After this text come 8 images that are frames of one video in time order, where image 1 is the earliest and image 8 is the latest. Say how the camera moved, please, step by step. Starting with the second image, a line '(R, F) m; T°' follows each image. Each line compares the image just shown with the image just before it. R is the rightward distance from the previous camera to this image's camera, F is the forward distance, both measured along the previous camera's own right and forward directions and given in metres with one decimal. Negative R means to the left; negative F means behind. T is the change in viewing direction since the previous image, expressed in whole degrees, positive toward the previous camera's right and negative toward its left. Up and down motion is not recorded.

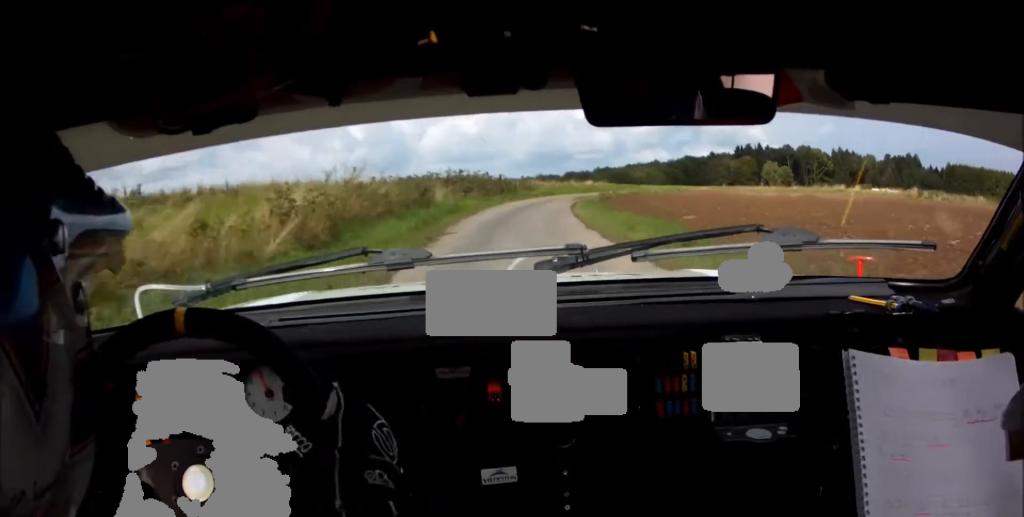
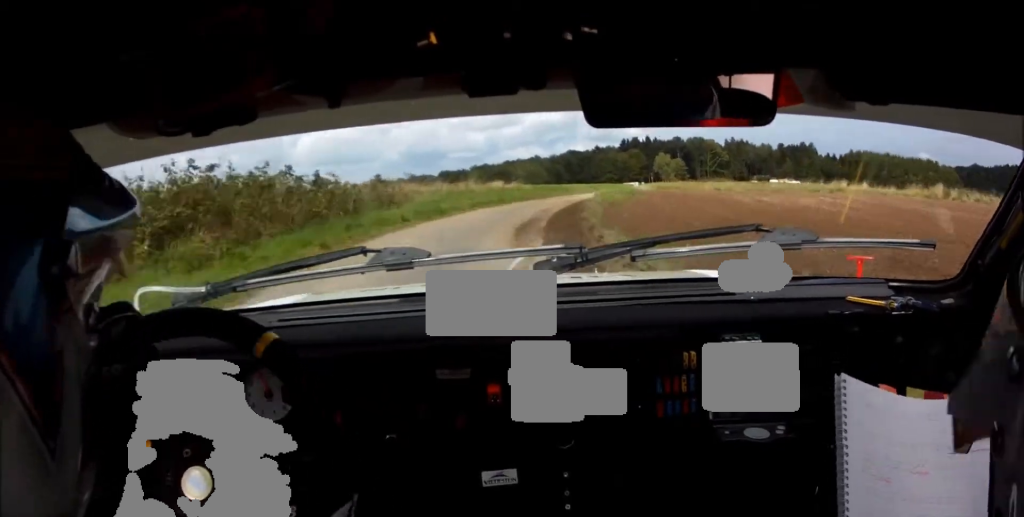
(+0.6, +25.4) m; +6°
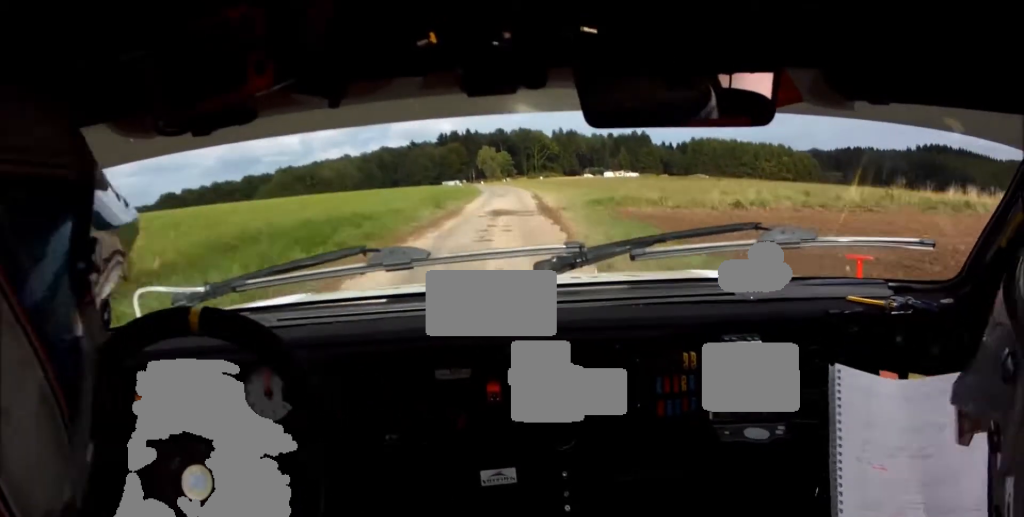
(+3.7, +34.4) m; +8°
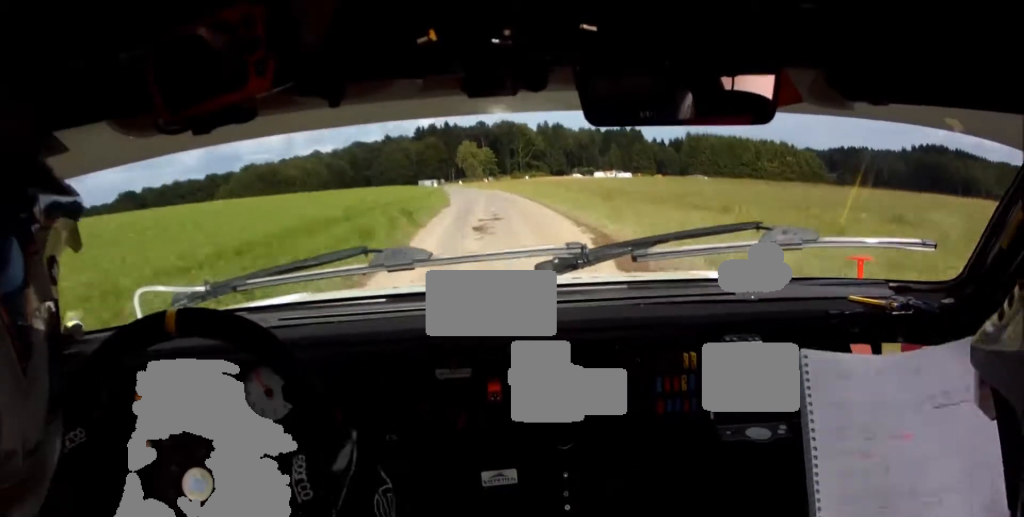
(+0.8, +27.0) m; +1°
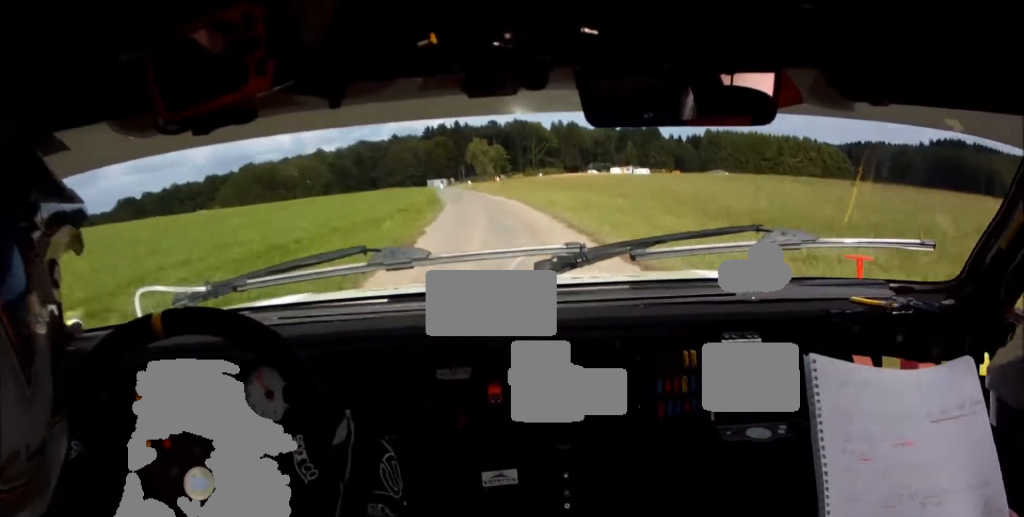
(-0.2, +14.6) m; -1°
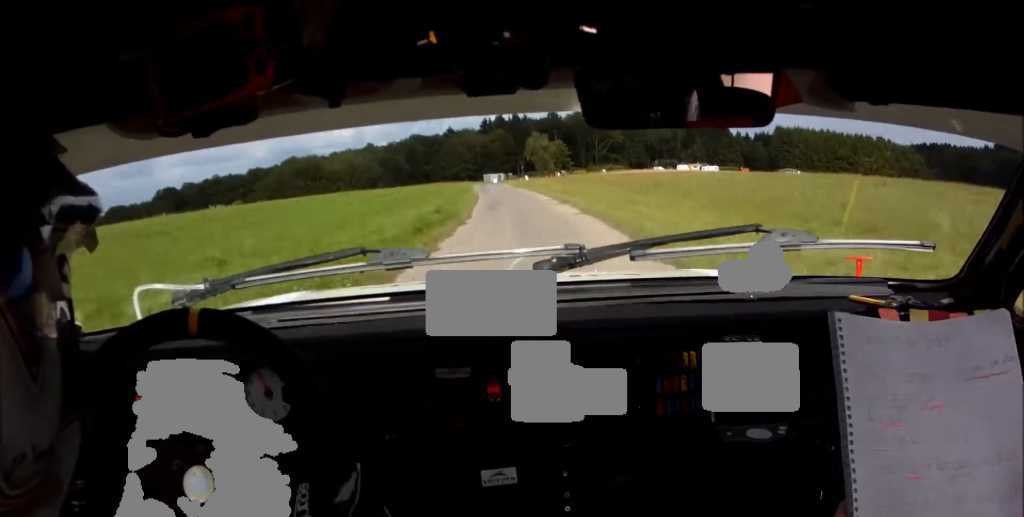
(0.0, +16.8) m; -1°
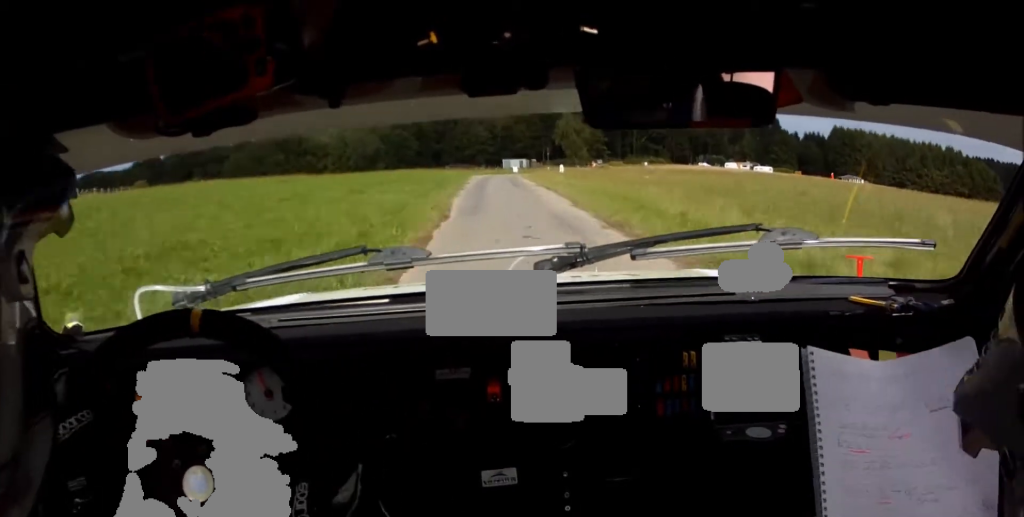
(-0.8, +36.4) m; -1°
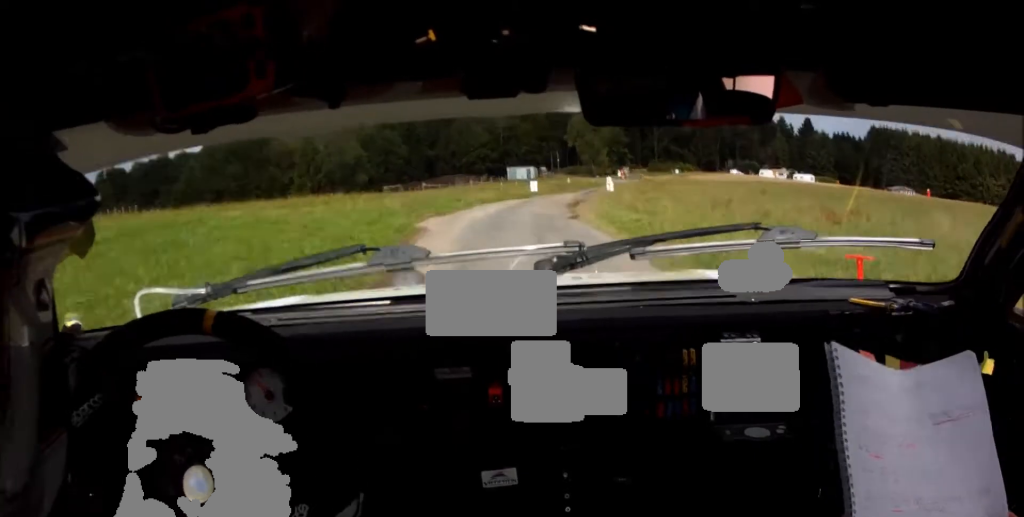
(+0.1, +30.9) m; +2°
